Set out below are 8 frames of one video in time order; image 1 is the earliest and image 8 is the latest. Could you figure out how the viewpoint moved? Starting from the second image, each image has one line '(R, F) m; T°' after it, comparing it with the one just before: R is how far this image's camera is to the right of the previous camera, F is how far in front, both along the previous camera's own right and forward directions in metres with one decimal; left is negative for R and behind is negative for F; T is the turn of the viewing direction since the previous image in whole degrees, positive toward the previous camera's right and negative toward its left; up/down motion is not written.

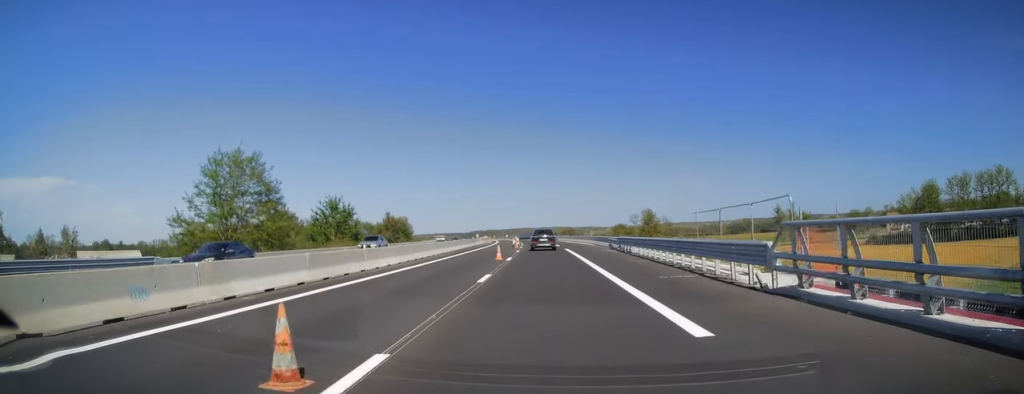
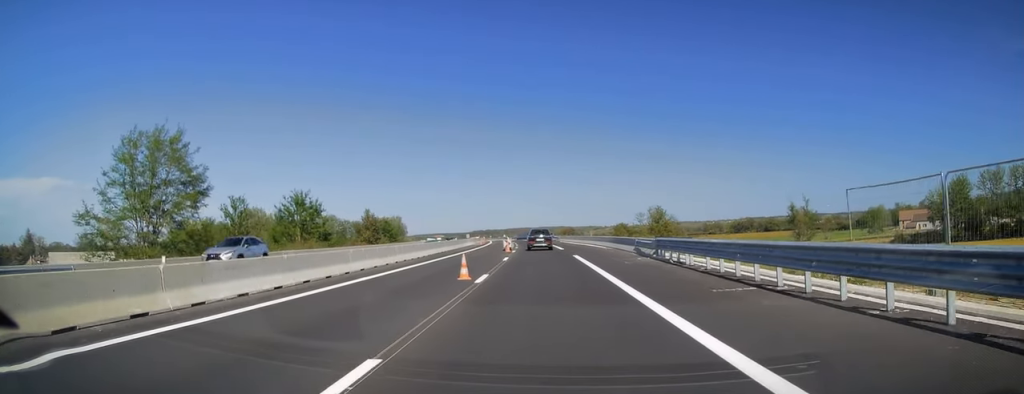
(0.0, +13.2) m; 0°
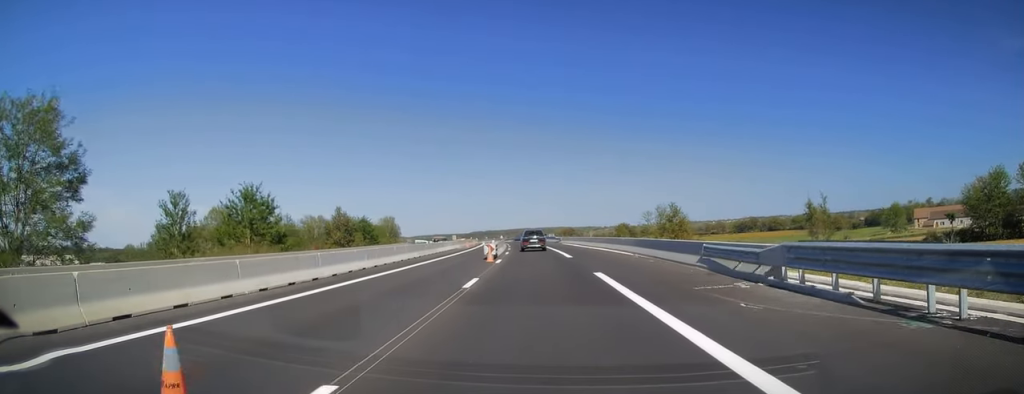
(0.0, +14.2) m; 0°
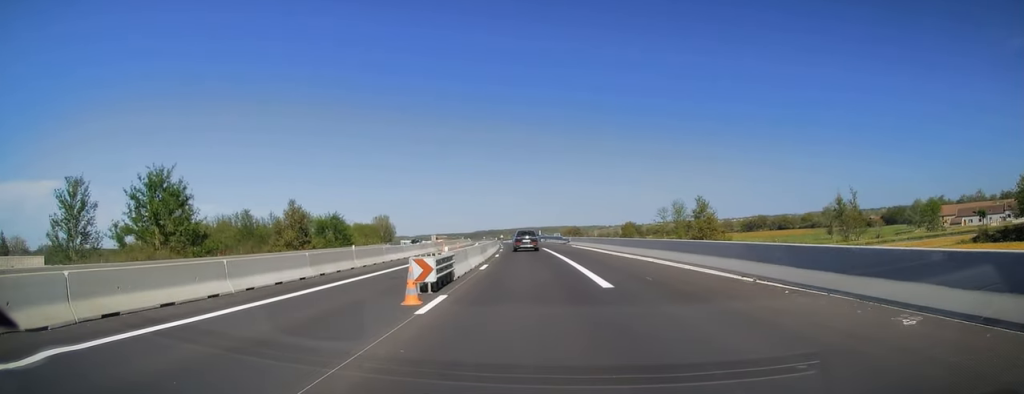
(0.0, +17.9) m; -1°
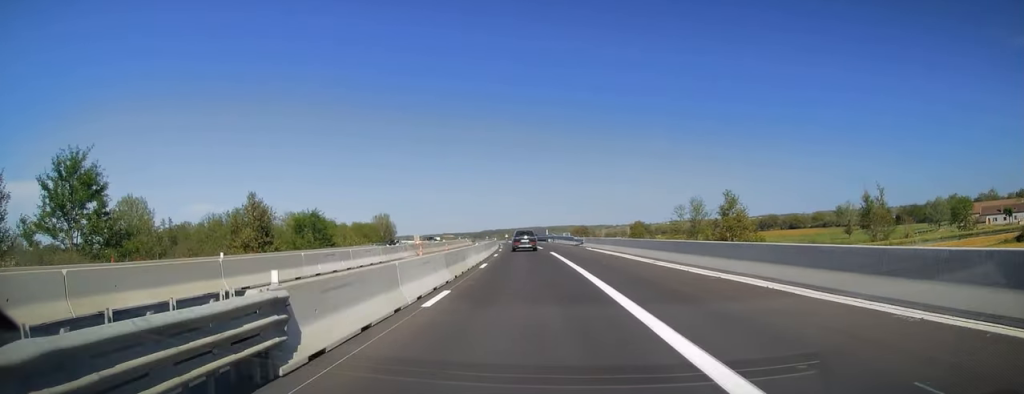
(-0.2, +11.9) m; -1°
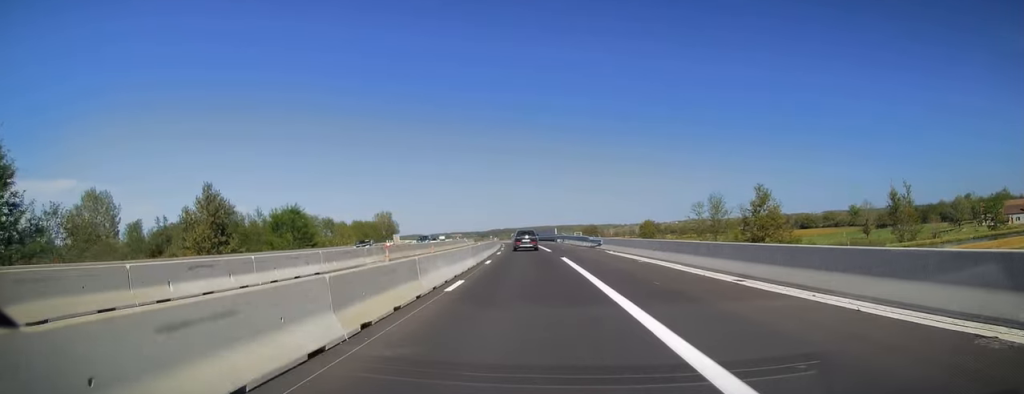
(-0.1, +9.9) m; -1°
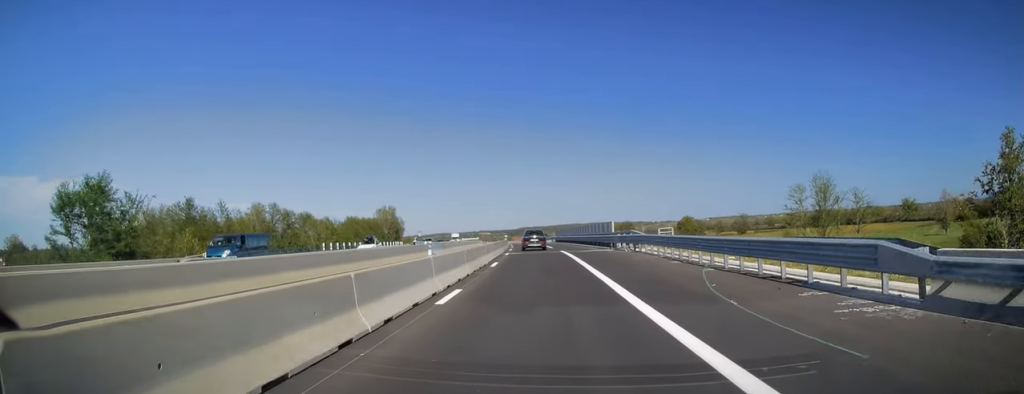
(-1.0, +41.7) m; -2°
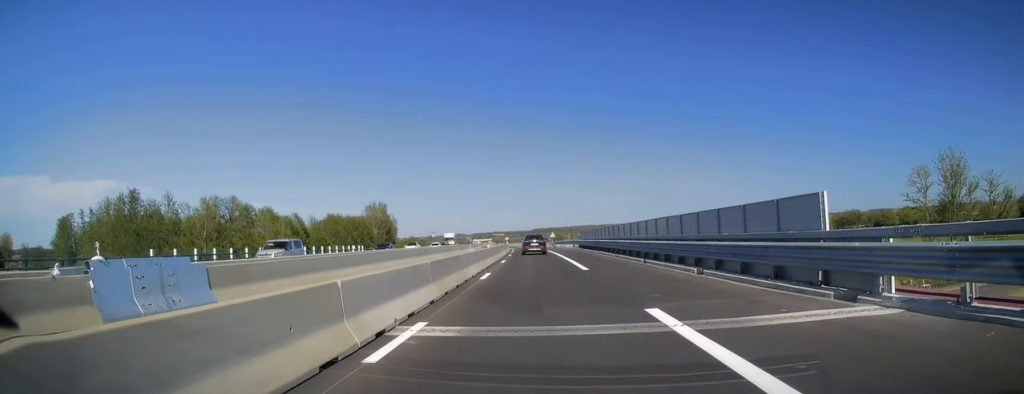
(0.0, +31.2) m; -1°
